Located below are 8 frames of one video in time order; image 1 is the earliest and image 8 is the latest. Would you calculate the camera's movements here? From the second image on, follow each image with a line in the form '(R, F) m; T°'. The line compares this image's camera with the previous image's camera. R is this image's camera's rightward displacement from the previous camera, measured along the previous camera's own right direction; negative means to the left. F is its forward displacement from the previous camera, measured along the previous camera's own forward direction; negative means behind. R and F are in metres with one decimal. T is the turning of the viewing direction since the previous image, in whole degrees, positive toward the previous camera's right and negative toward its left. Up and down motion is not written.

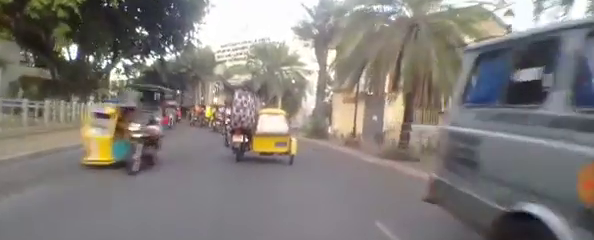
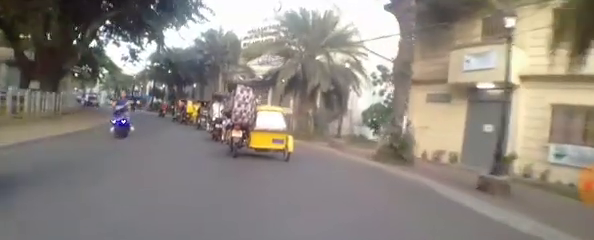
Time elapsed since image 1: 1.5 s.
(-0.2, +8.8) m; -11°
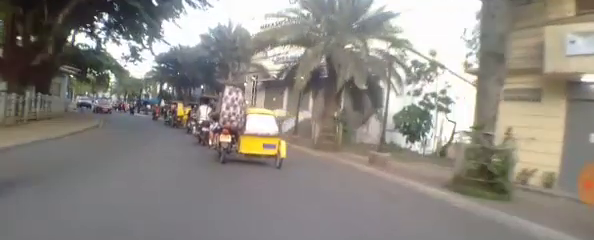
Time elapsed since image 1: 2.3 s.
(-0.4, +4.3) m; -7°
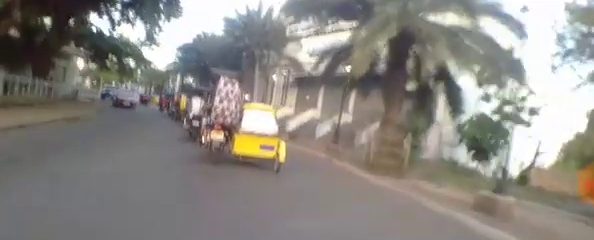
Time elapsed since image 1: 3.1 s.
(-0.3, +4.7) m; -3°
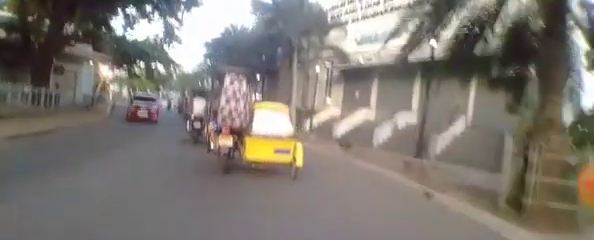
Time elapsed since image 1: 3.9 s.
(0.0, +4.6) m; -3°
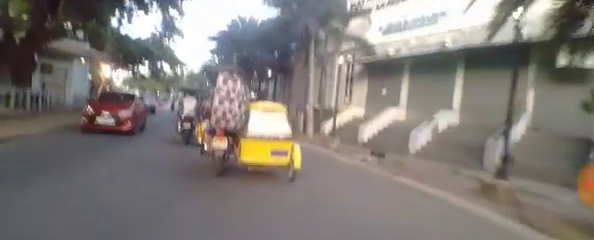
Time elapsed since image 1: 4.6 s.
(-0.1, +2.9) m; -3°
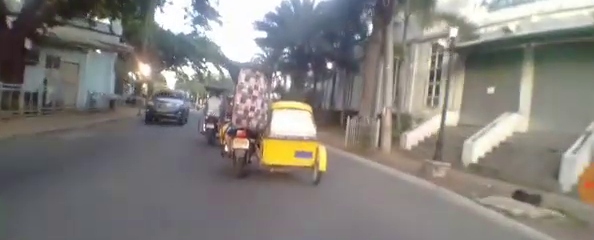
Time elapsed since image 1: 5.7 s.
(-0.2, +4.6) m; -4°
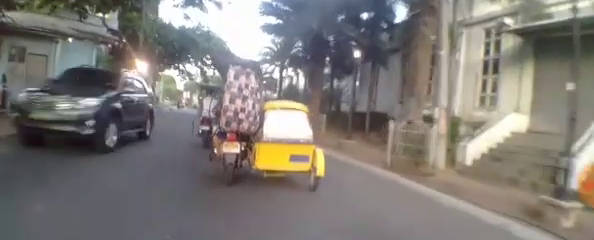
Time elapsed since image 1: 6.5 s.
(0.0, +2.8) m; -1°
